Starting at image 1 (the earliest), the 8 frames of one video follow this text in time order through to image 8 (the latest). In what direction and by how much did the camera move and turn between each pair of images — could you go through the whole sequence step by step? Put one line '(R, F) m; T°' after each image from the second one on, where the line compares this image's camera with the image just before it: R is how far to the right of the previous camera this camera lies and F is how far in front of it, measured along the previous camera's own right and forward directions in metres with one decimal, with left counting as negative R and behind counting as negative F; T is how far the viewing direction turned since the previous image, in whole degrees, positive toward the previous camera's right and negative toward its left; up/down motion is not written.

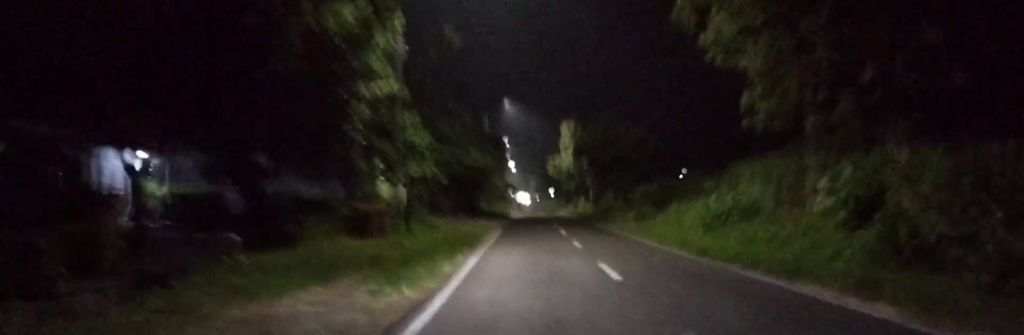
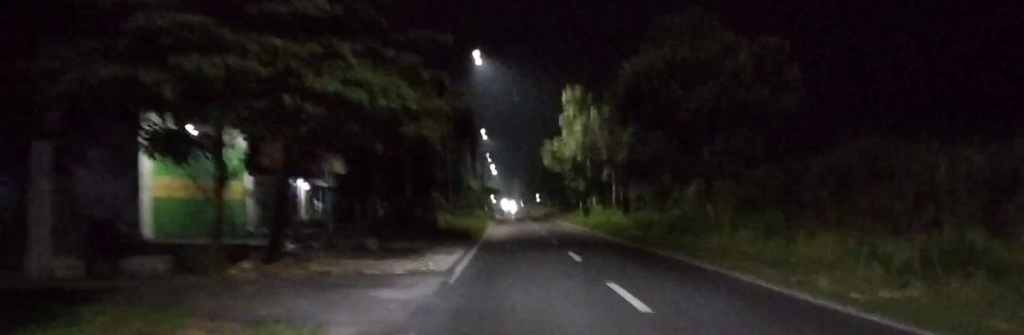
(-0.7, +26.0) m; -4°
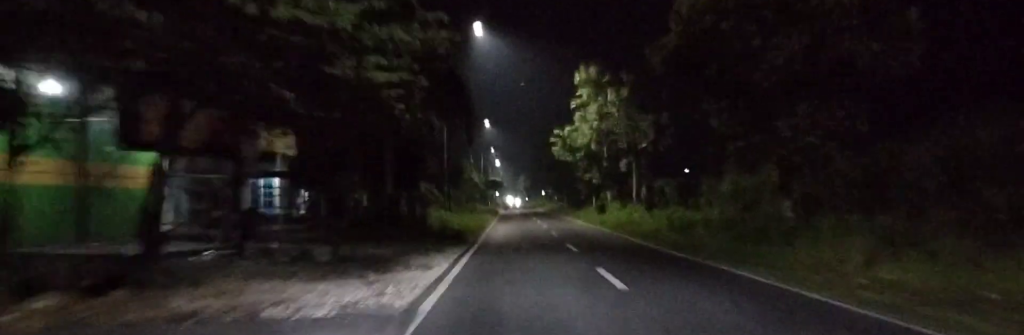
(+0.1, +6.0) m; +1°
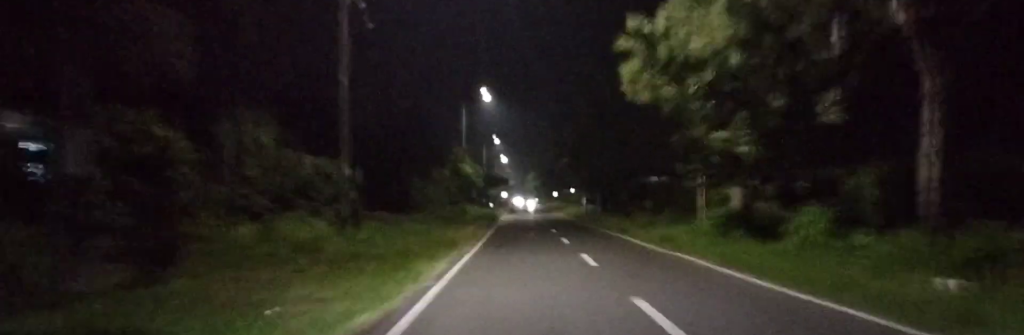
(+0.1, +27.6) m; -1°
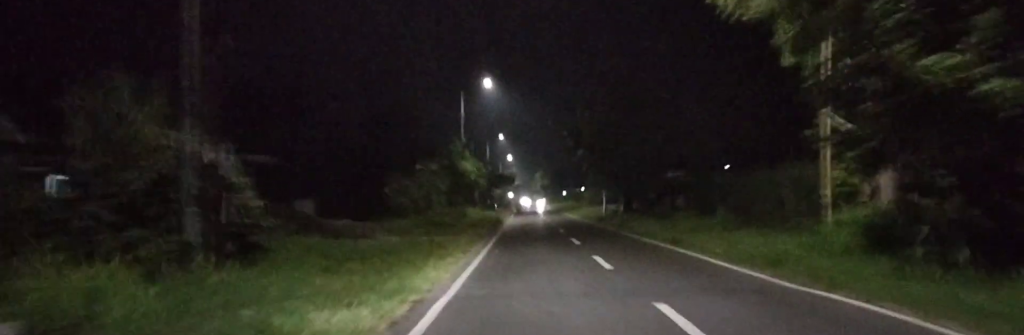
(0.0, +8.3) m; +1°
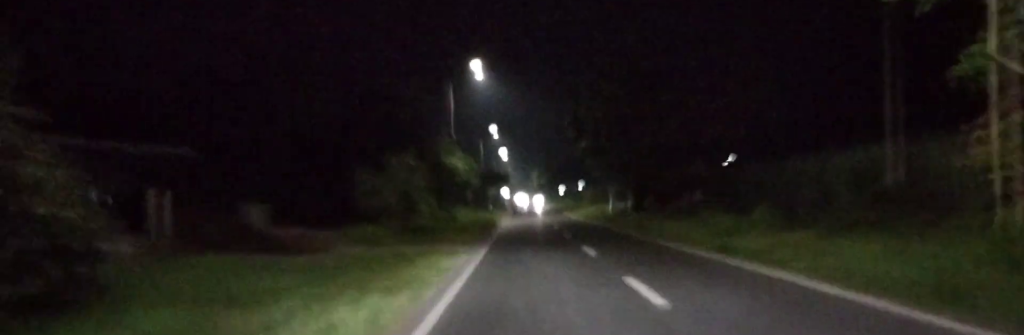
(0.0, +5.1) m; +1°
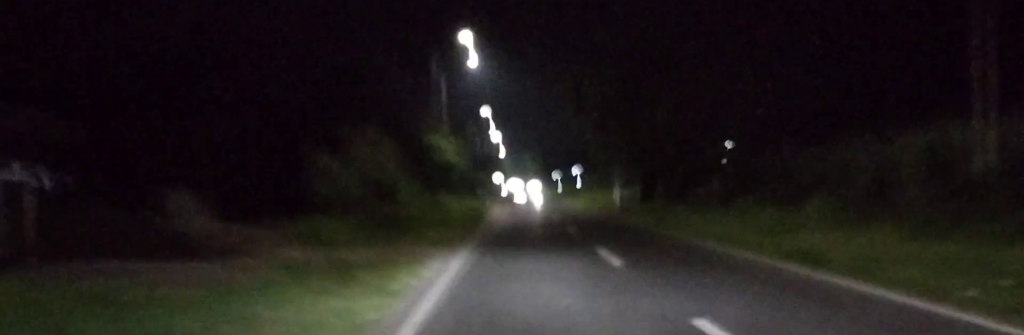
(+0.1, +4.7) m; 0°
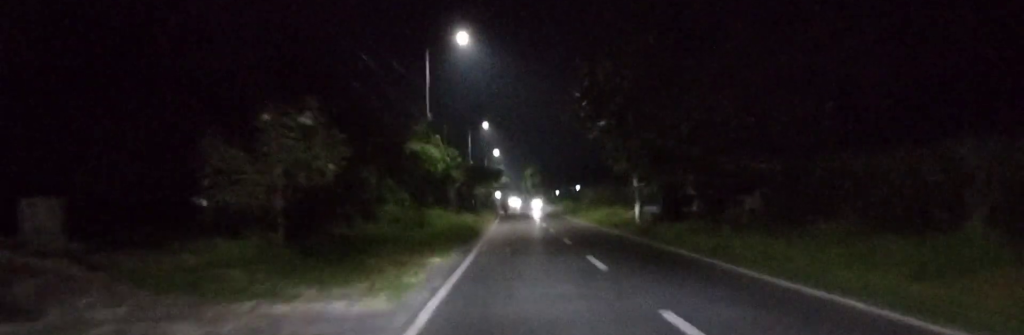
(+0.2, +6.6) m; -1°
